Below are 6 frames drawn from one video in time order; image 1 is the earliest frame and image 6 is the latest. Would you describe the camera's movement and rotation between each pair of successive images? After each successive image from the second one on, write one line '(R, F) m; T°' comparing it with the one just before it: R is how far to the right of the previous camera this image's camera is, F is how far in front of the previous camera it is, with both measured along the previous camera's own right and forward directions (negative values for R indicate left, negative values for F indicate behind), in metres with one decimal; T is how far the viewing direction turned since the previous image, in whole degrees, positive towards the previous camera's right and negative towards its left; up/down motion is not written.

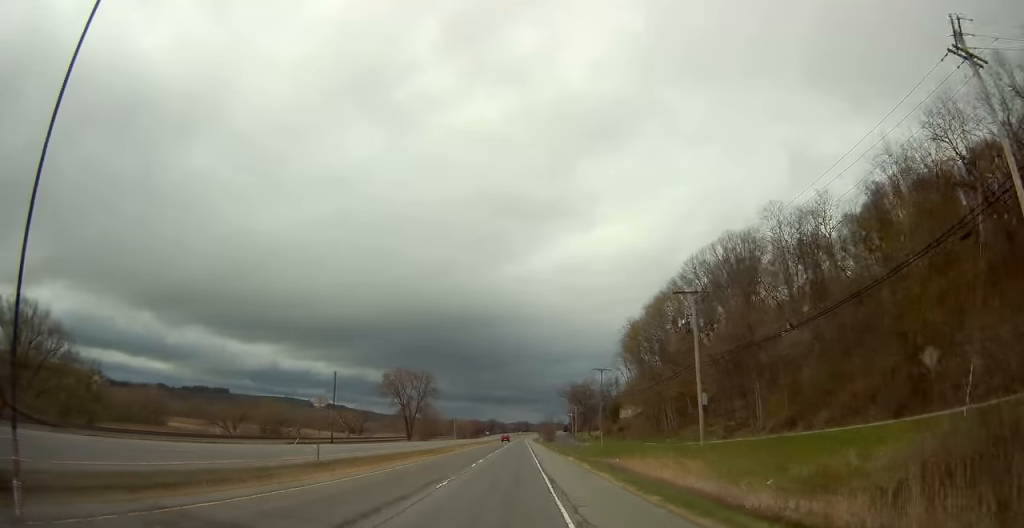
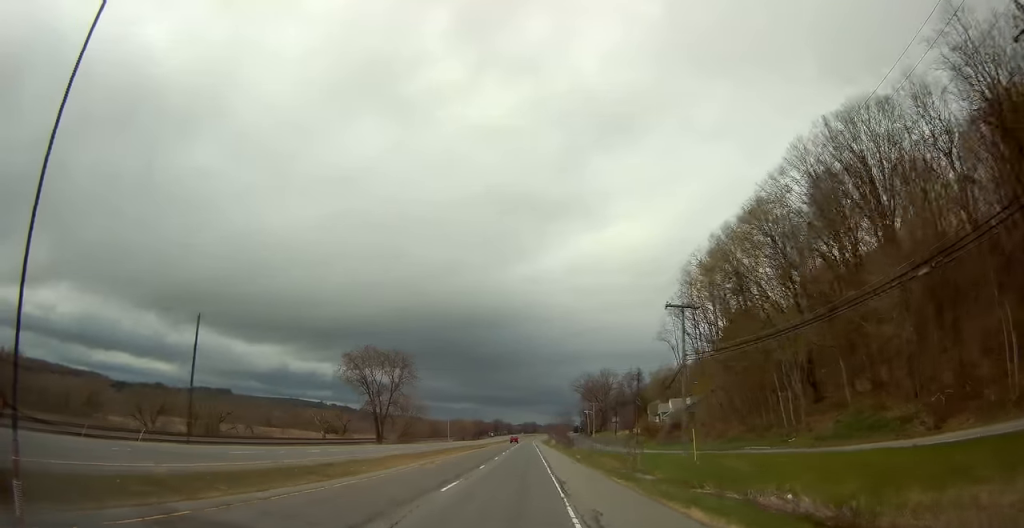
(+0.1, +36.4) m; 0°
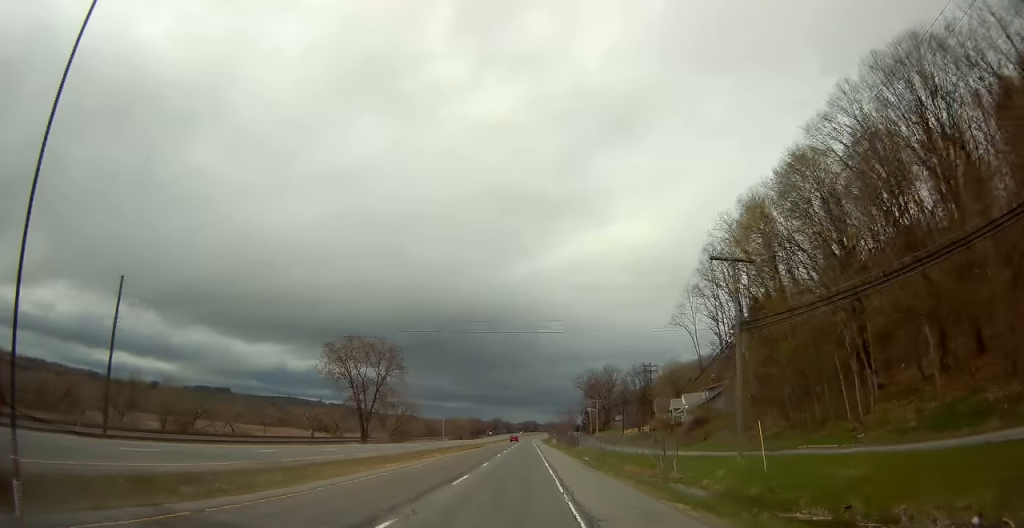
(0.0, +10.2) m; 0°
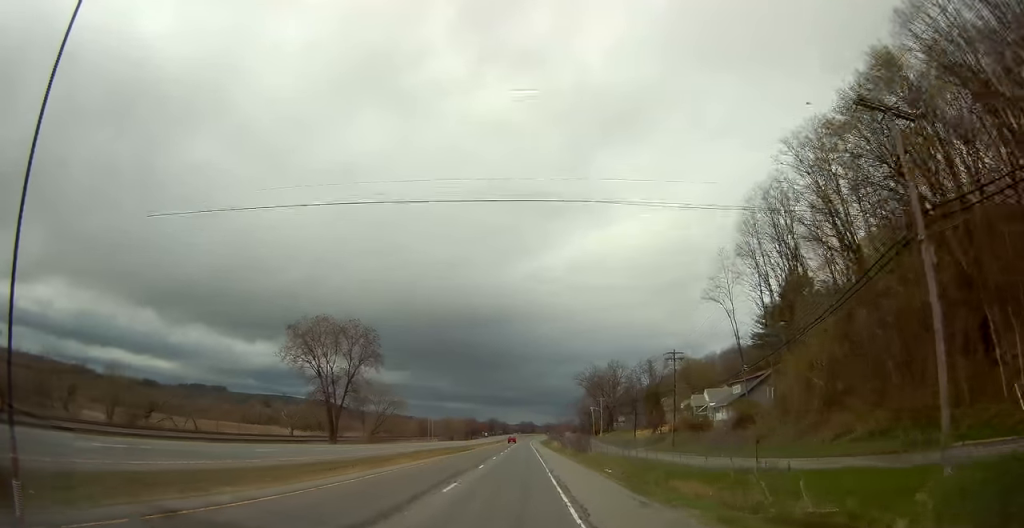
(0.0, +15.2) m; 0°
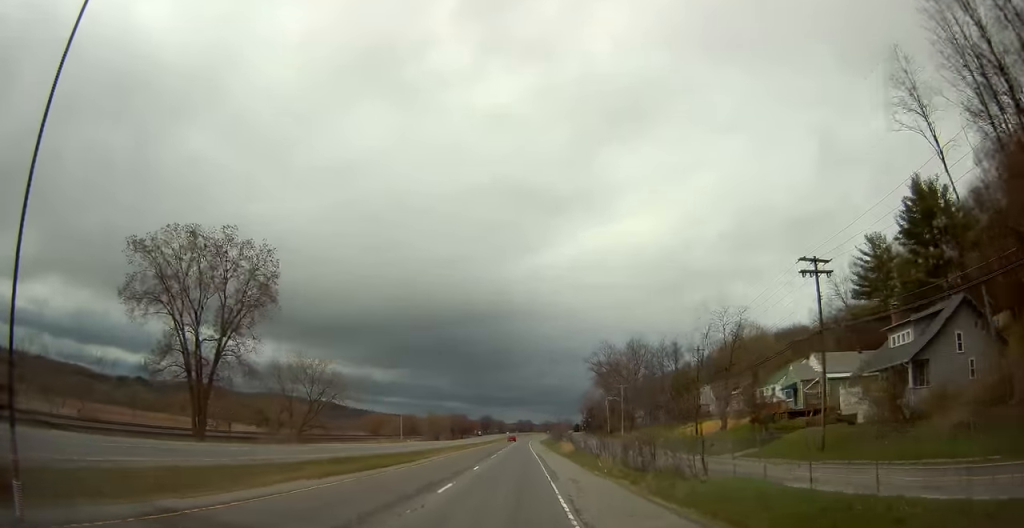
(0.0, +37.3) m; 0°
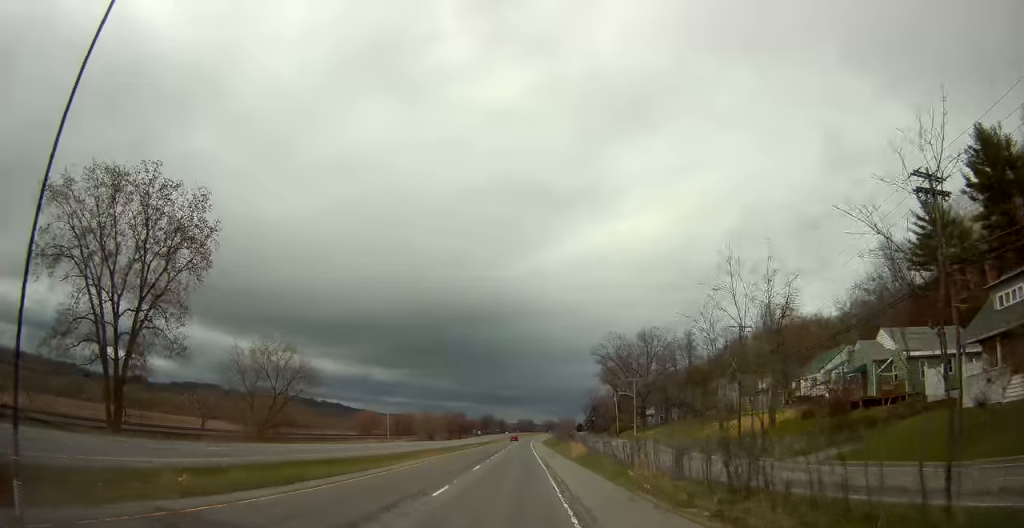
(0.0, +12.7) m; 0°
